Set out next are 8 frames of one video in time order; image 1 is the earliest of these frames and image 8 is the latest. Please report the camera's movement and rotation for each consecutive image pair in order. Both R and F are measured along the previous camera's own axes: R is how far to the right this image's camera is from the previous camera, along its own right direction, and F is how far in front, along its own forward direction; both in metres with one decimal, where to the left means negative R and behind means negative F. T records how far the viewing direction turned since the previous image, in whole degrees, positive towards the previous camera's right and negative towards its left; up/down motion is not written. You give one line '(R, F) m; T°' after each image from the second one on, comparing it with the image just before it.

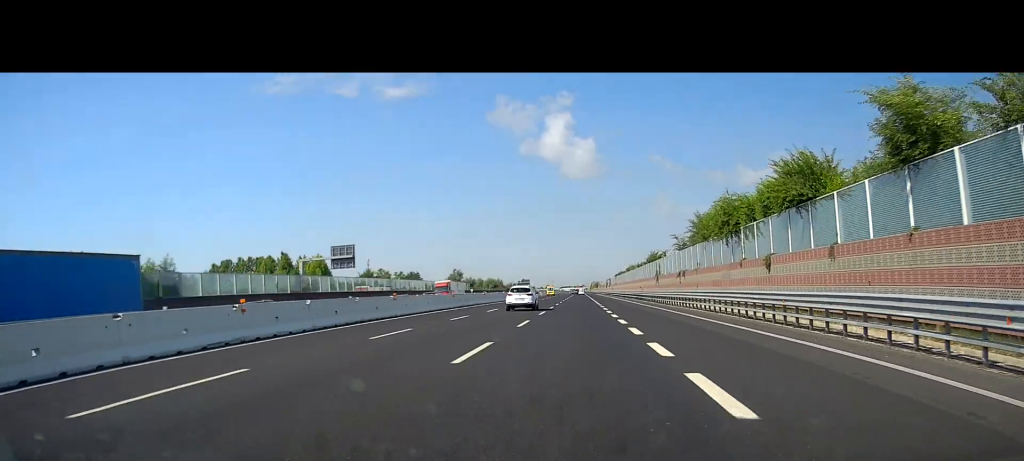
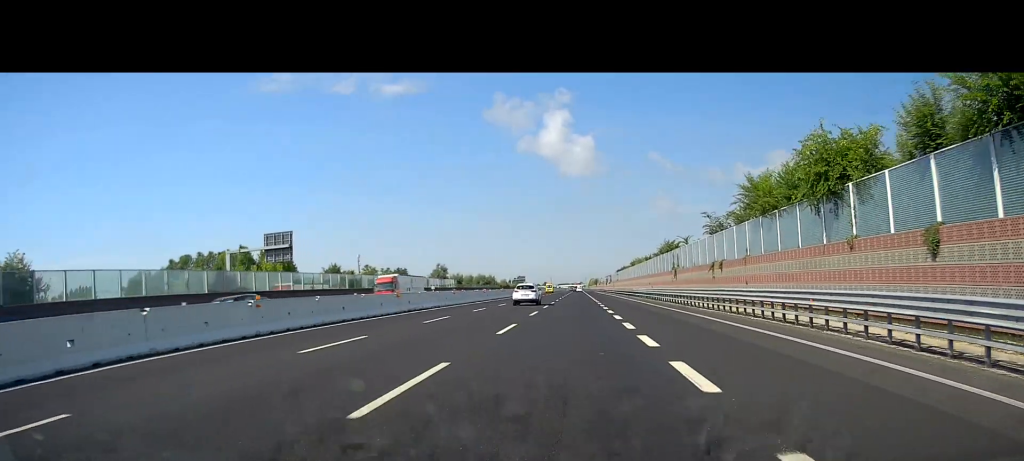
(0.0, +16.9) m; 0°
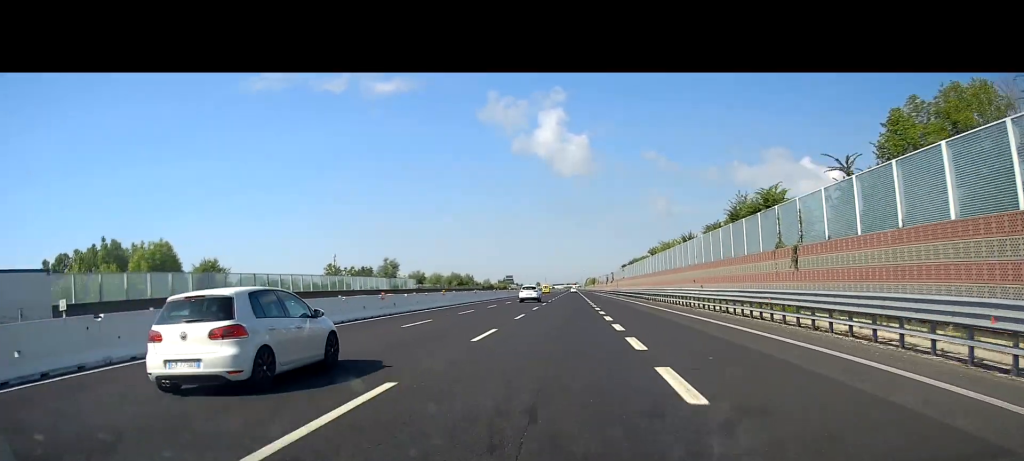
(+0.1, +37.4) m; 0°
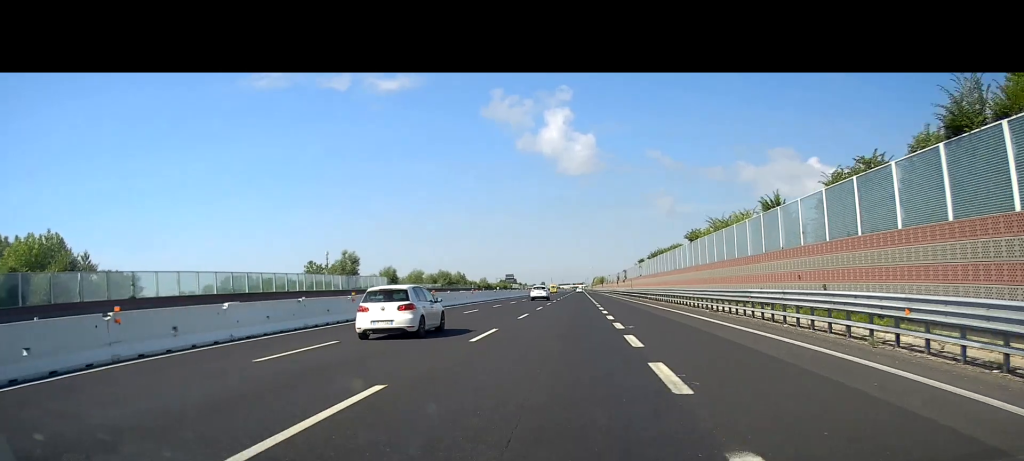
(-0.1, +24.0) m; 0°
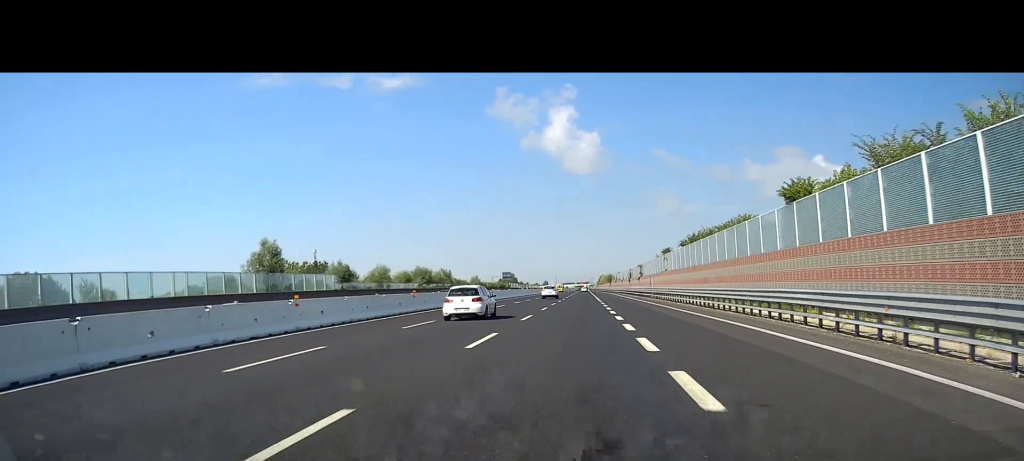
(0.0, +25.6) m; 0°
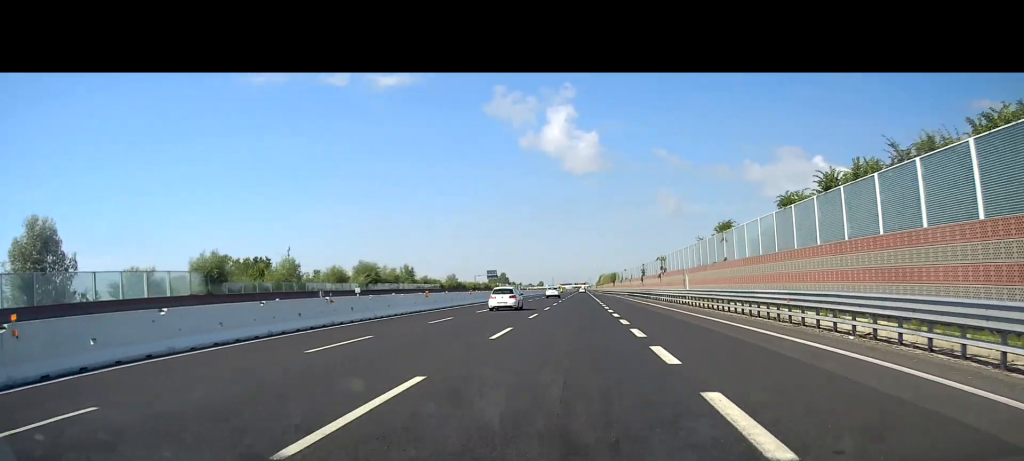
(-0.1, +32.6) m; 0°
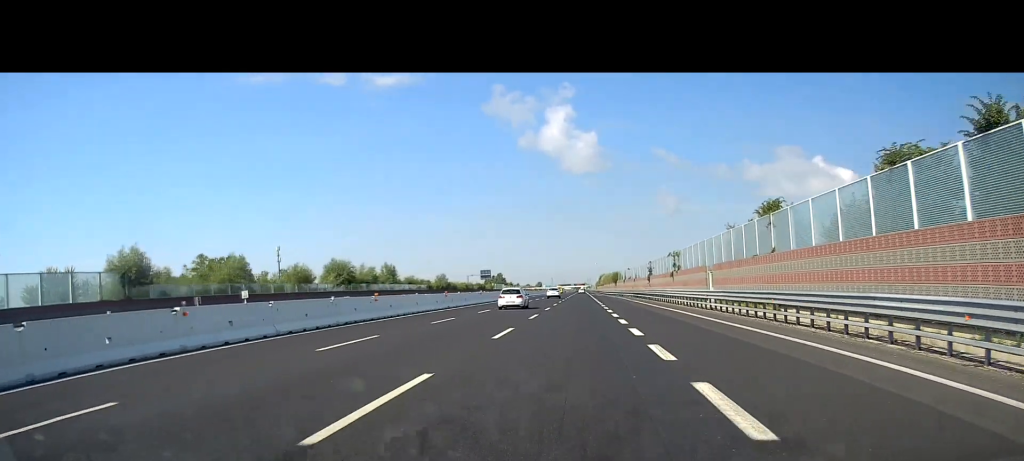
(0.0, +11.4) m; 0°
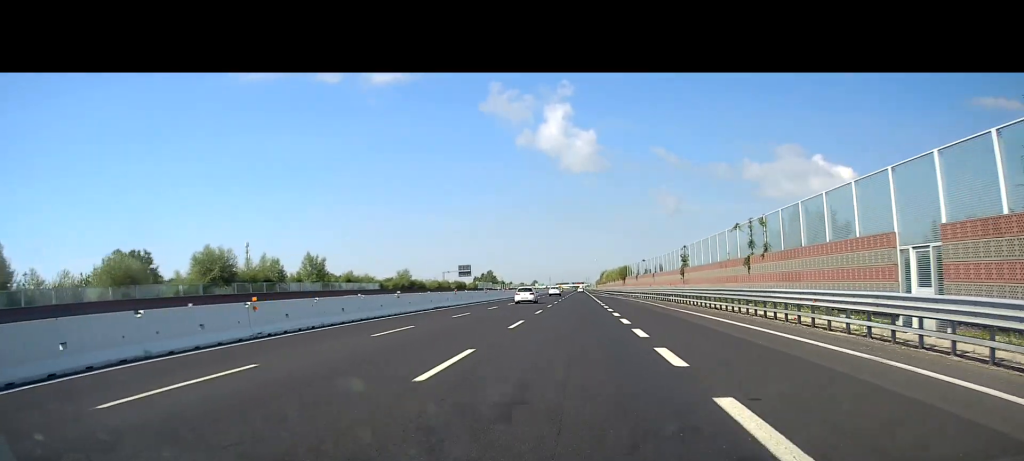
(-0.1, +31.7) m; -1°
